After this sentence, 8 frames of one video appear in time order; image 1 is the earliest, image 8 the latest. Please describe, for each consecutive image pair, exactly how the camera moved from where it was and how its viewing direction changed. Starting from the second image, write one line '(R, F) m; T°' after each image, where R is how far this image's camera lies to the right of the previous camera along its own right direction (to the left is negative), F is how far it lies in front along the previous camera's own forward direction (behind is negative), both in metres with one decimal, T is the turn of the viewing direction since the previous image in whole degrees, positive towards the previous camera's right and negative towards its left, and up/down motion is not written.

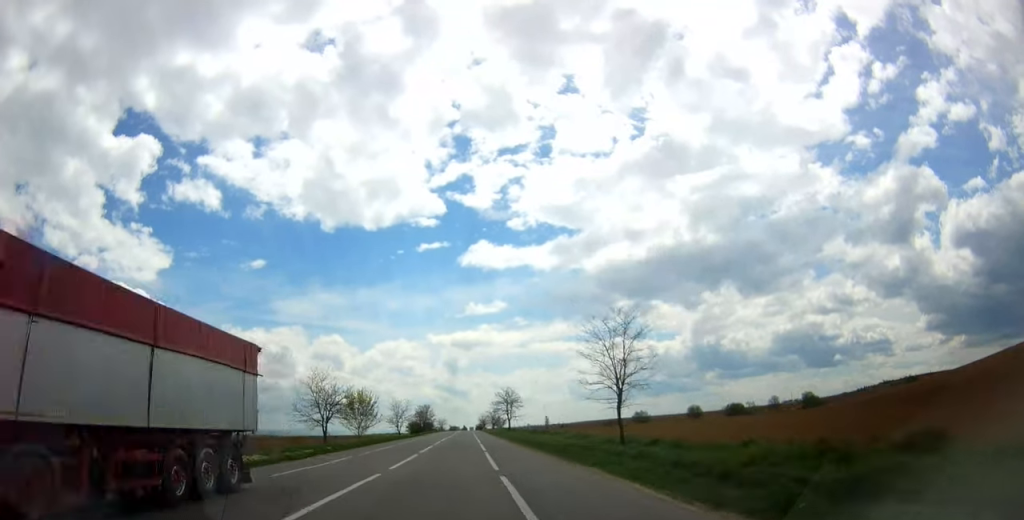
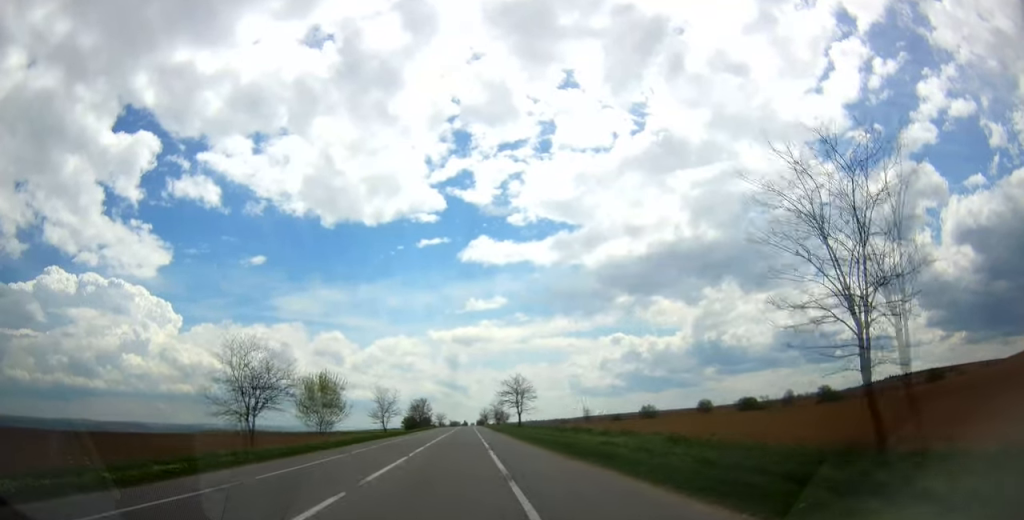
(+0.1, +17.6) m; 0°
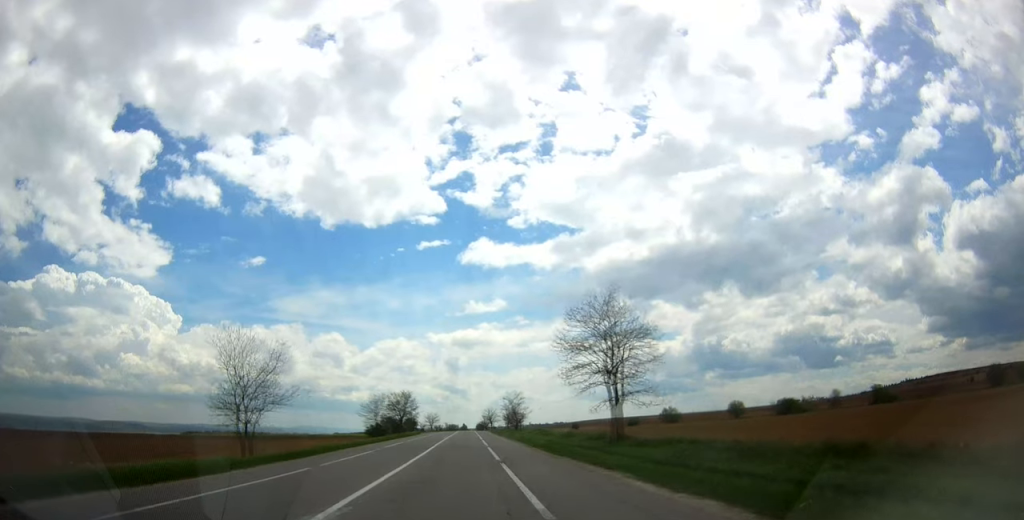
(-0.1, +51.2) m; 0°
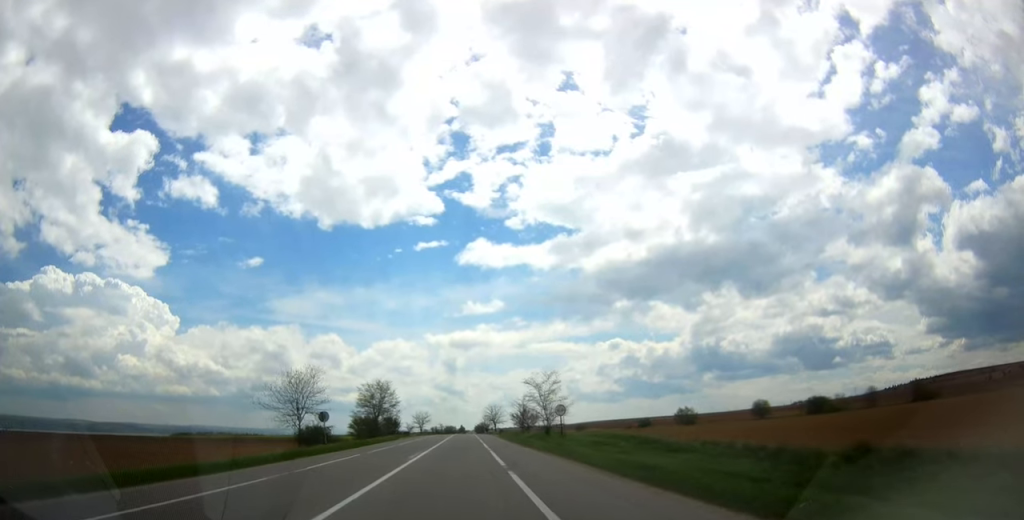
(0.0, +33.6) m; 0°
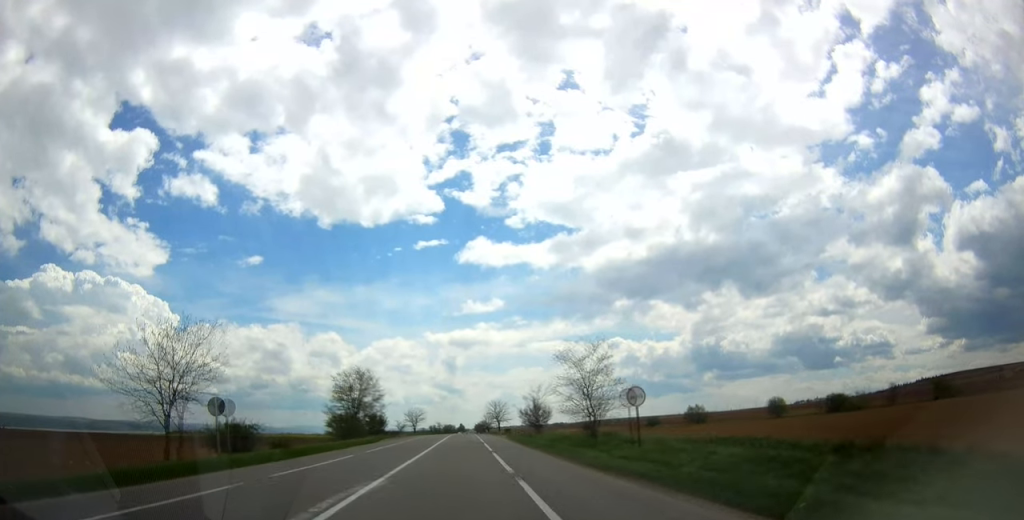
(-0.1, +17.9) m; 0°
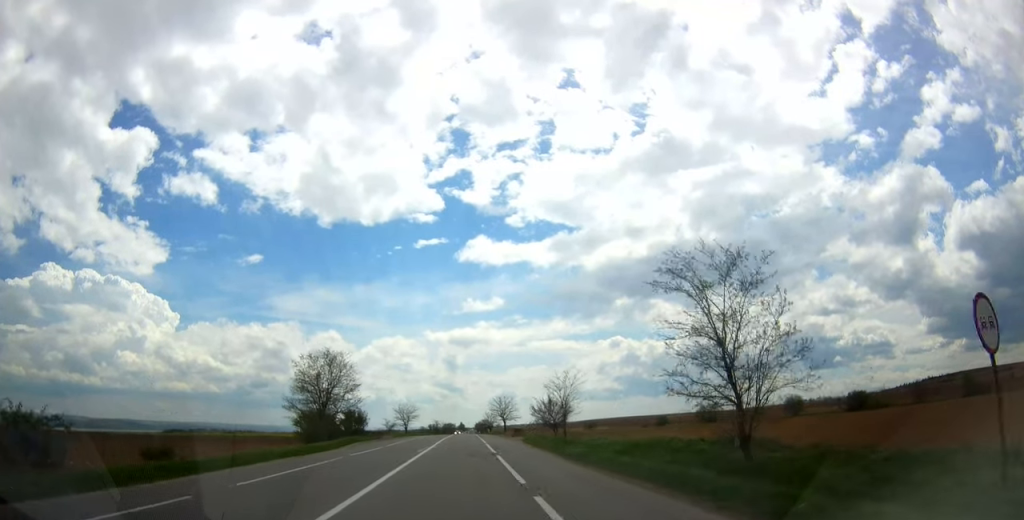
(0.0, +17.9) m; 0°
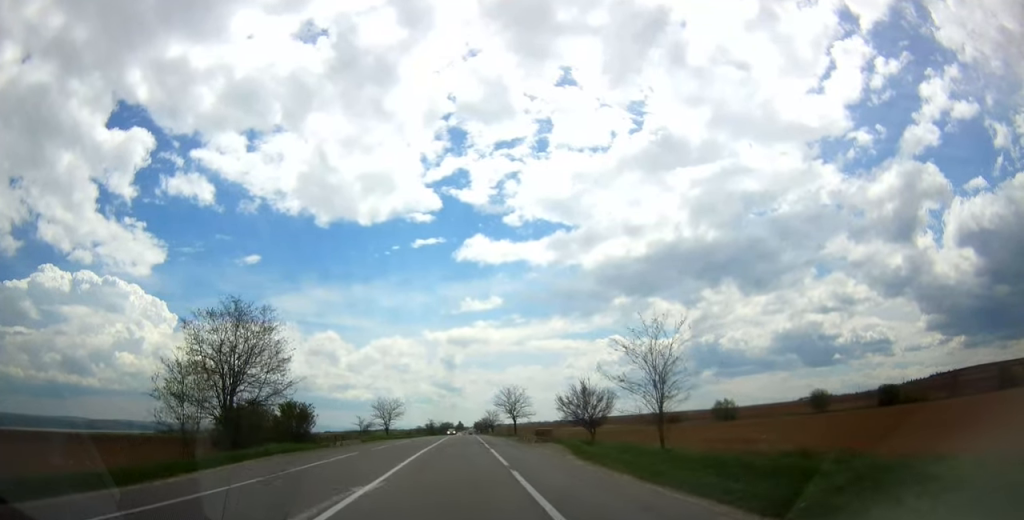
(+0.2, +24.6) m; +1°
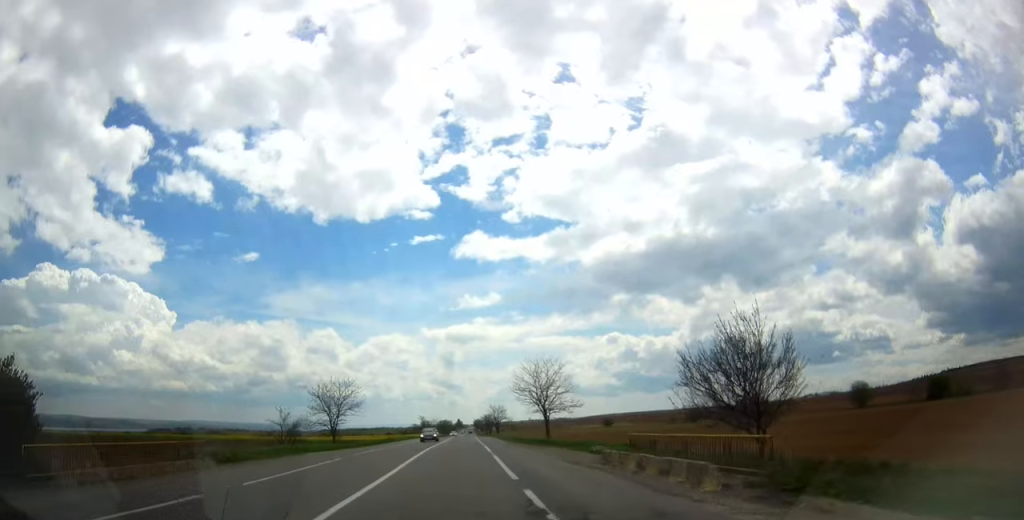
(+0.1, +33.5) m; 0°
